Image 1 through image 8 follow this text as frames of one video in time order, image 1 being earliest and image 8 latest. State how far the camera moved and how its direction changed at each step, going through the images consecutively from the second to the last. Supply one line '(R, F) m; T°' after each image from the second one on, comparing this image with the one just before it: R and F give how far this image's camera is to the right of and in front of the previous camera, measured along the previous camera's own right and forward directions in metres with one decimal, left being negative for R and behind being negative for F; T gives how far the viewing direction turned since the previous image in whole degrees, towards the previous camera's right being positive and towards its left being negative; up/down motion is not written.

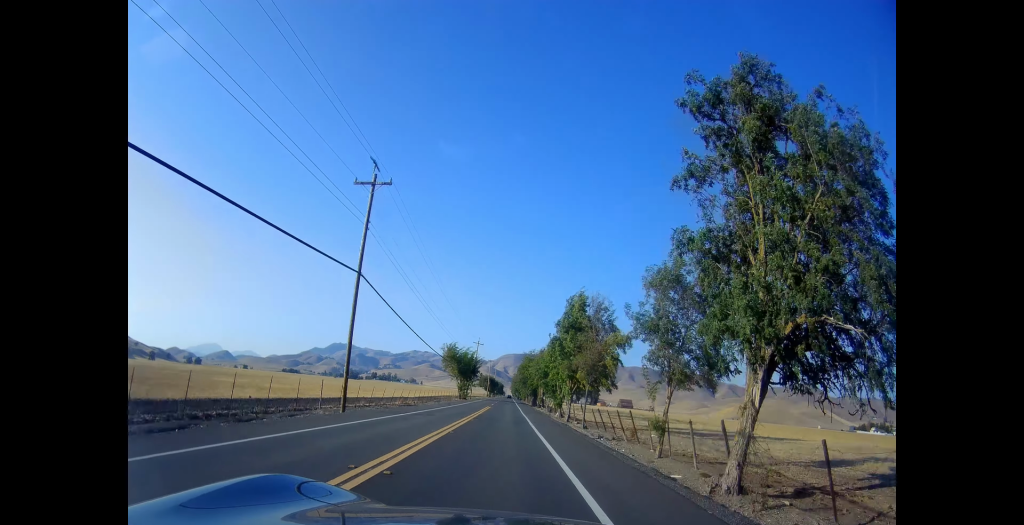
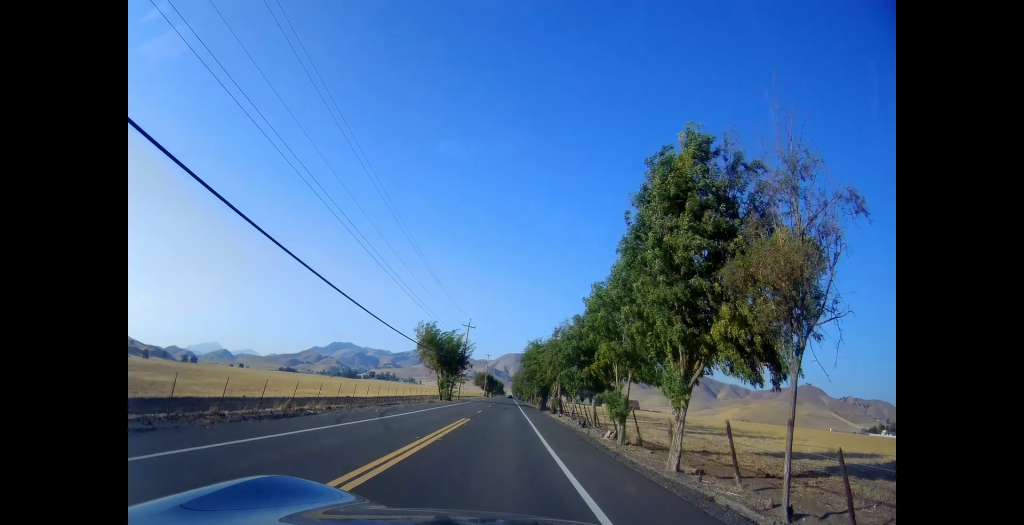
(0.0, +25.2) m; 0°
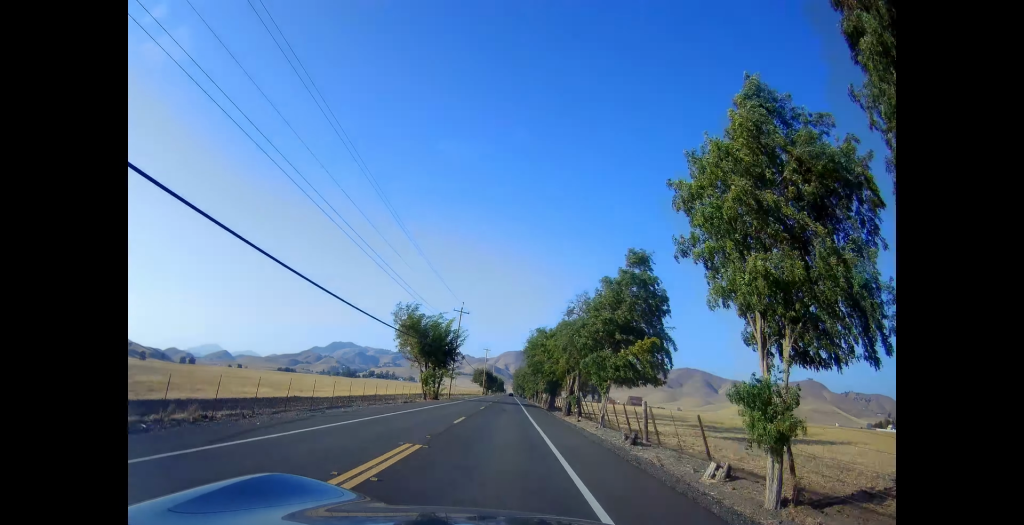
(0.0, +12.6) m; 0°
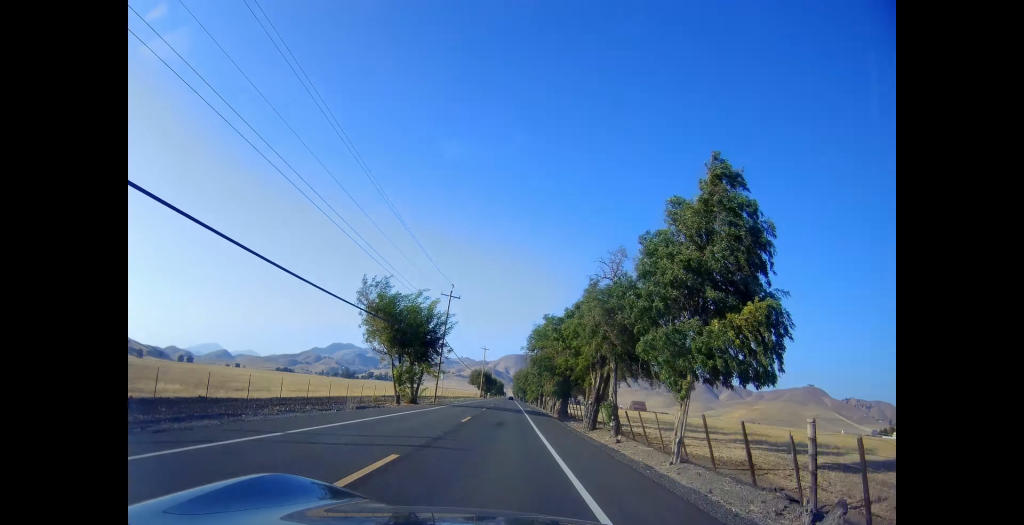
(0.0, +12.6) m; 0°
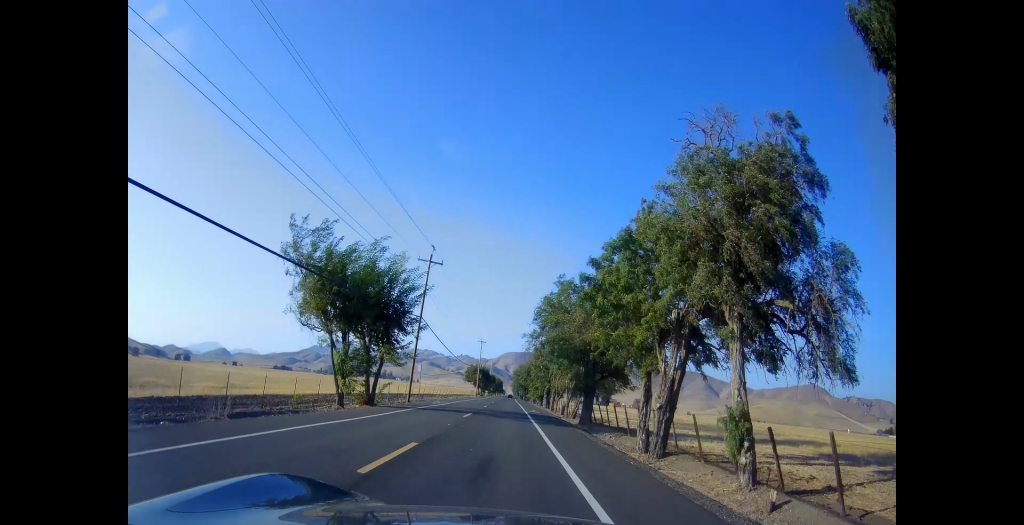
(0.0, +13.7) m; 0°
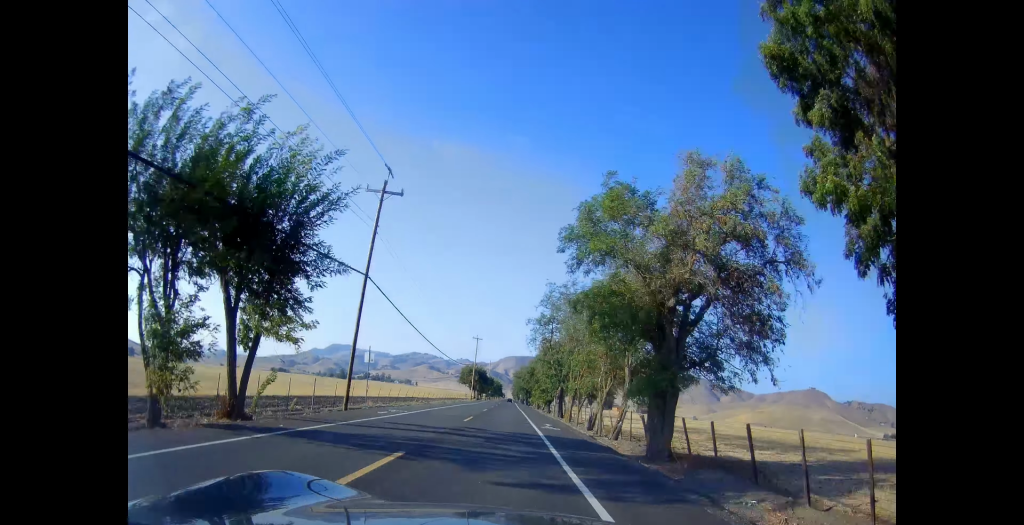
(0.0, +15.8) m; 0°
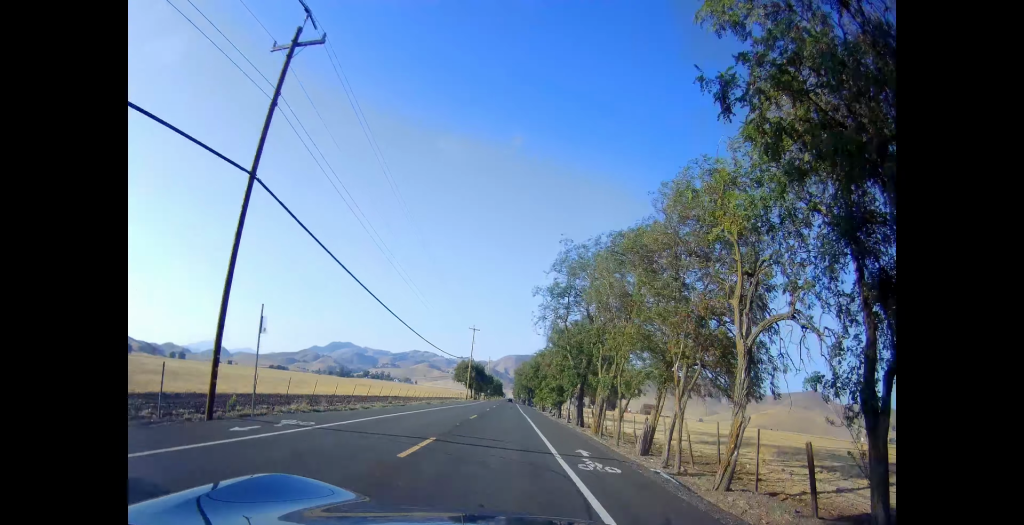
(0.0, +12.6) m; 0°
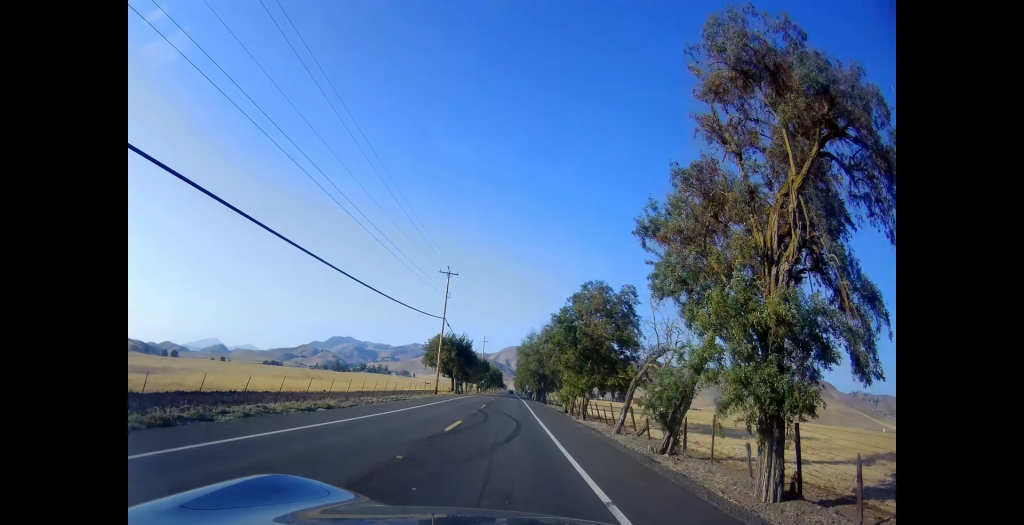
(+0.3, +41.0) m; +2°
